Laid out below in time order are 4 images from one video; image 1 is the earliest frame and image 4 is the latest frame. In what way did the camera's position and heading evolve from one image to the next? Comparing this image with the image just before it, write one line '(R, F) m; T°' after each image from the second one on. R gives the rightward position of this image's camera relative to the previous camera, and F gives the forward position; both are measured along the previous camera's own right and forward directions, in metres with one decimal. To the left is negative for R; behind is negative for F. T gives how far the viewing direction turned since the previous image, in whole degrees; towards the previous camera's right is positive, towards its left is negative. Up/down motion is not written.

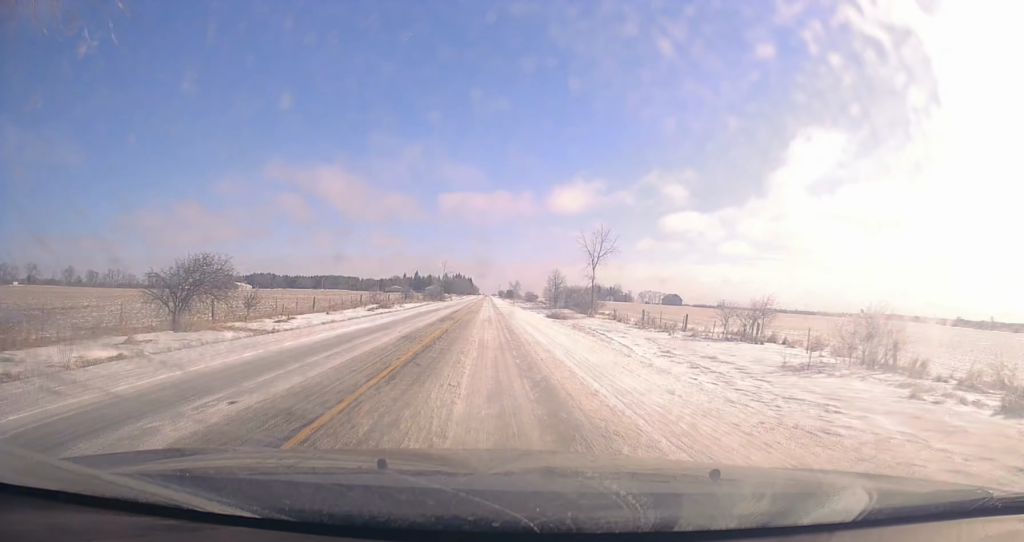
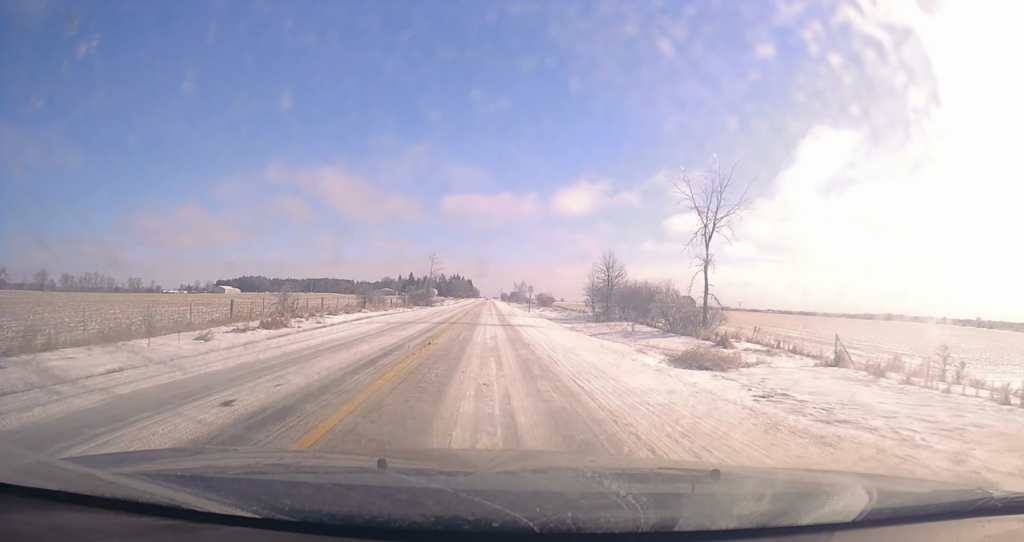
(-0.3, +38.4) m; -1°
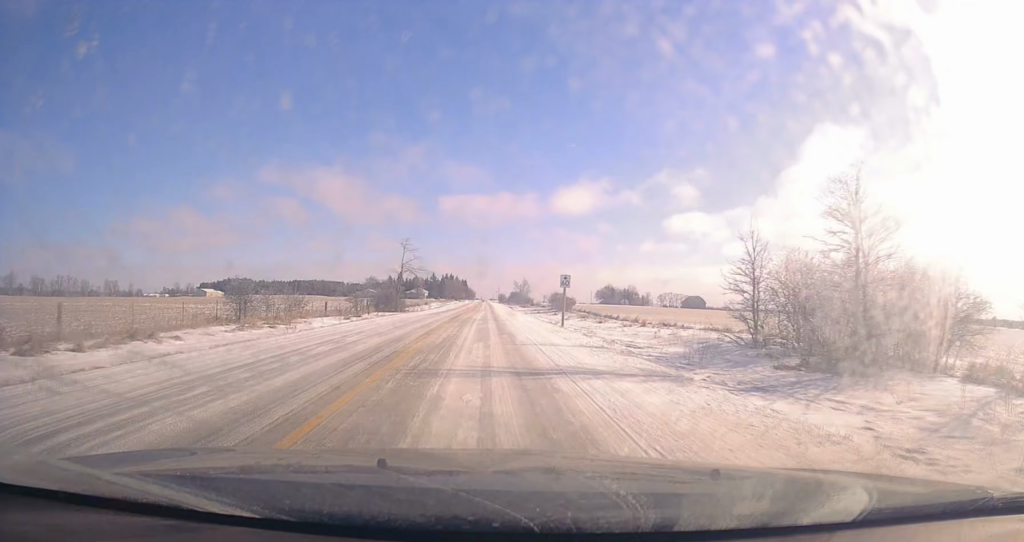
(+0.4, +35.7) m; +2°
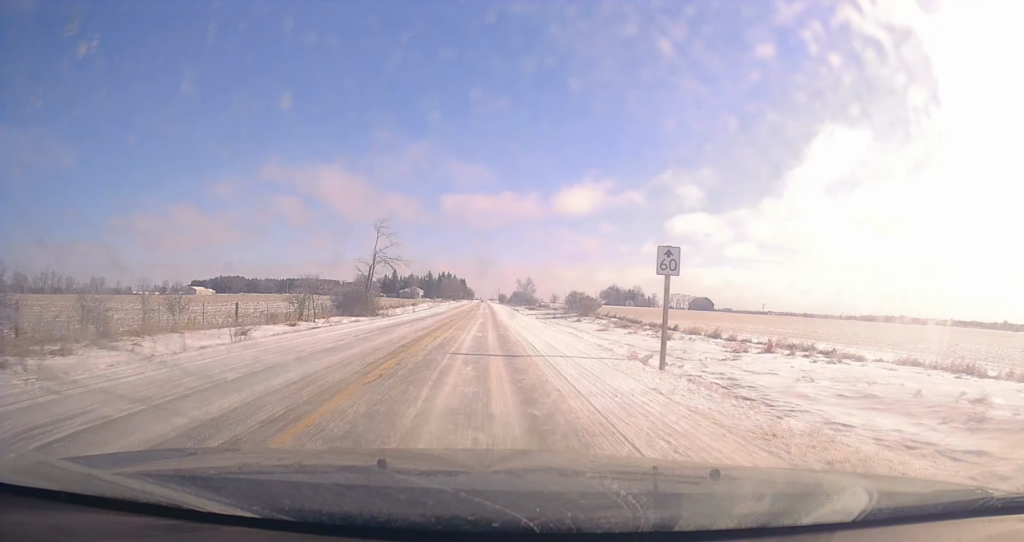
(-0.1, +20.7) m; +2°
